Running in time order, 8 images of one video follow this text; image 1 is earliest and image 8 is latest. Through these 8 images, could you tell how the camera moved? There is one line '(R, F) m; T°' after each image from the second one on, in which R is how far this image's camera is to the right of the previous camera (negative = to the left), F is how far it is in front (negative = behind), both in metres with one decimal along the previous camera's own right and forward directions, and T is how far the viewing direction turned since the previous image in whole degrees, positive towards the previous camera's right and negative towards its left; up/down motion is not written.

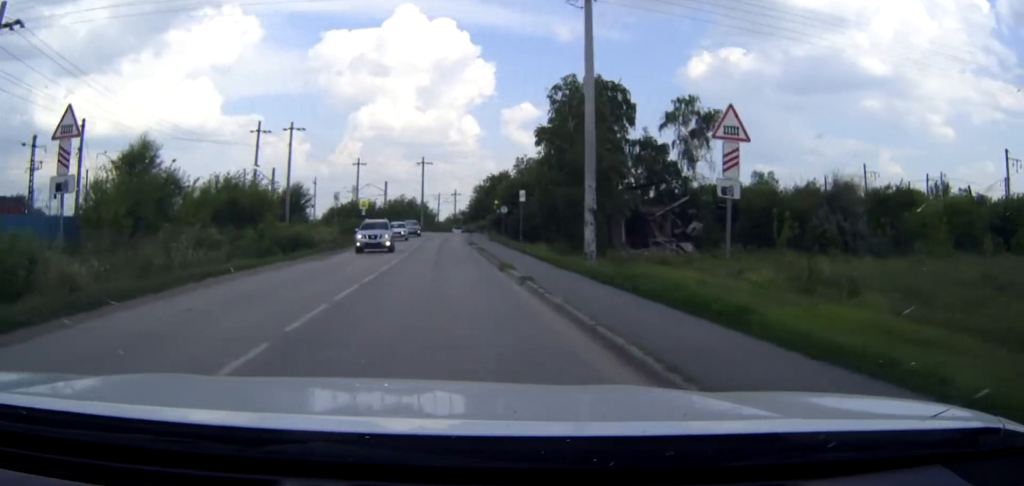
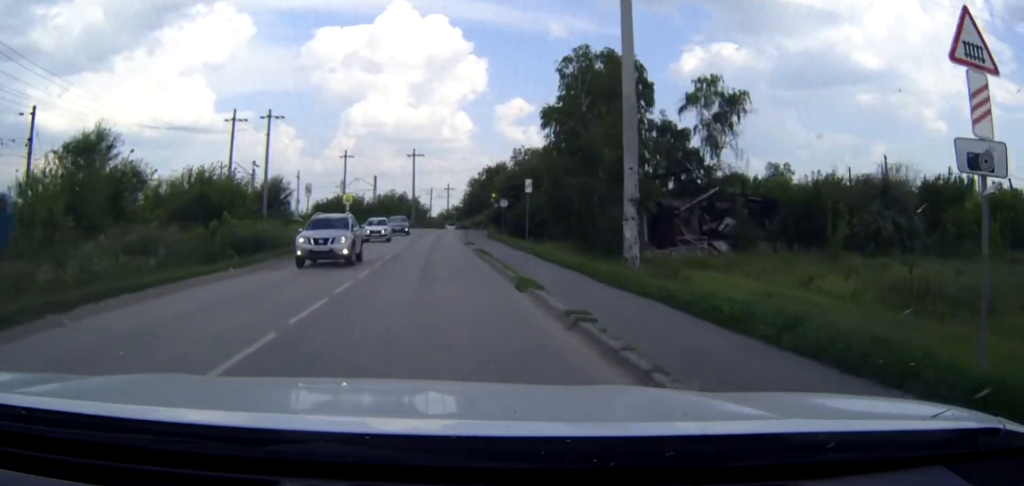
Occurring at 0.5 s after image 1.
(+0.1, +7.3) m; +2°
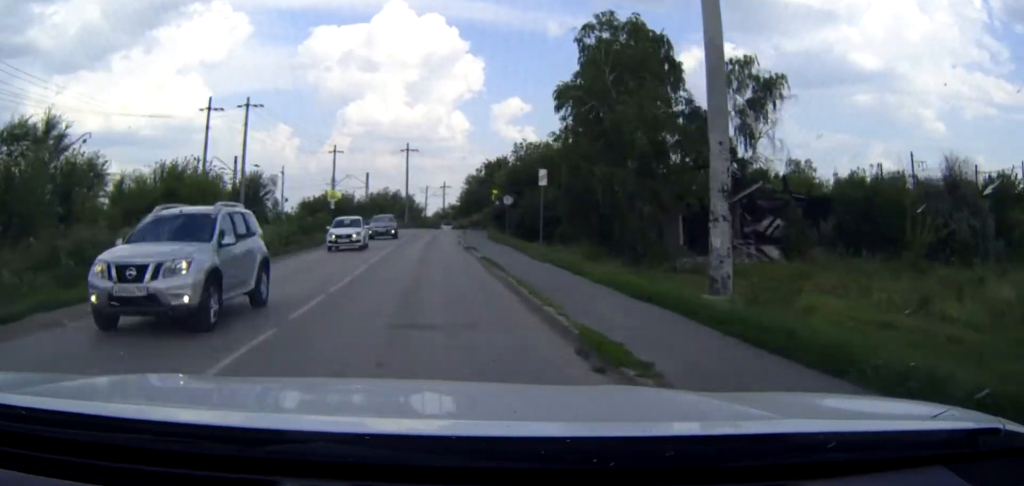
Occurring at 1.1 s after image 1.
(+0.1, +7.5) m; 0°
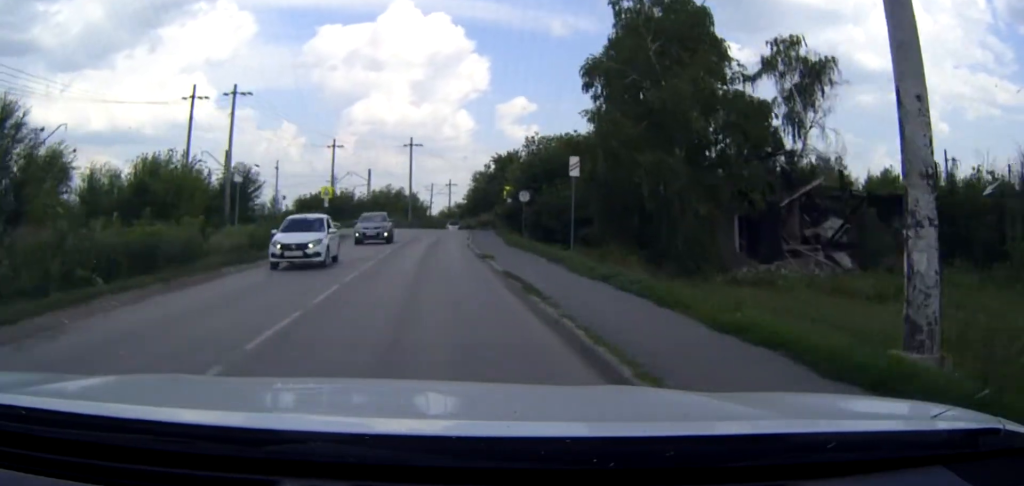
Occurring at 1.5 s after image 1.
(+0.1, +6.5) m; 0°
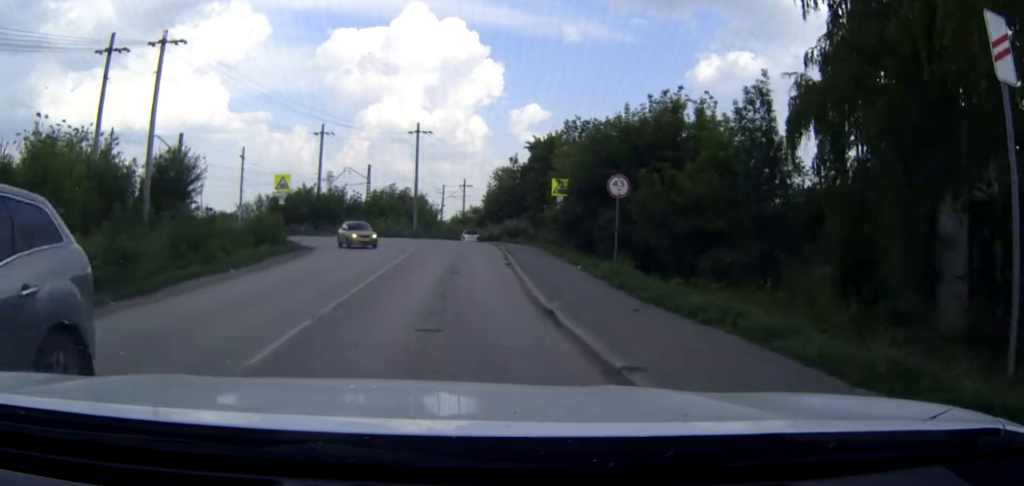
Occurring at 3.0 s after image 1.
(-0.2, +20.9) m; 0°
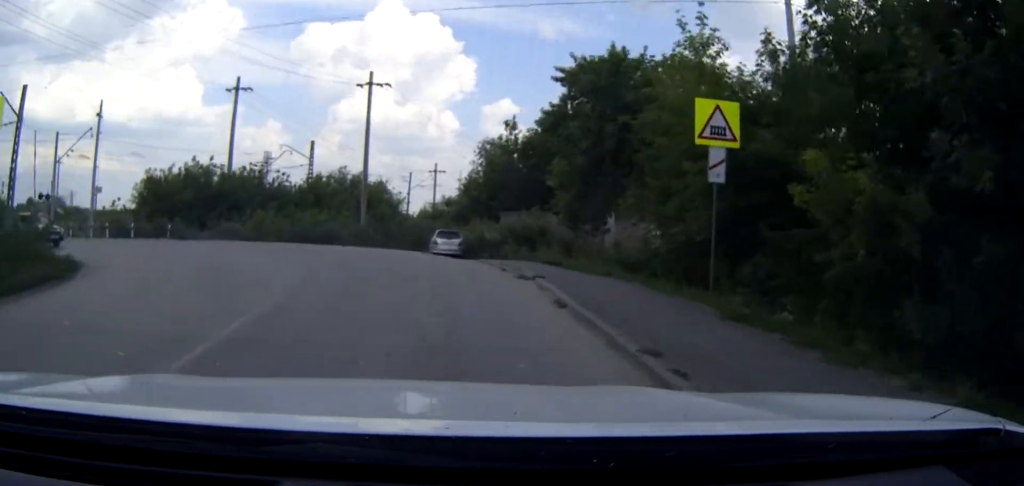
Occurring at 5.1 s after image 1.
(+0.2, +27.1) m; 0°
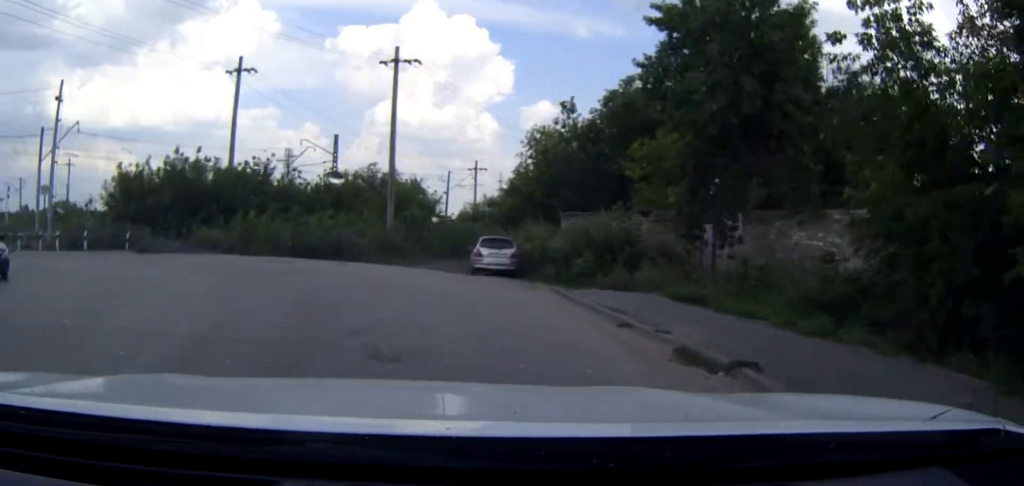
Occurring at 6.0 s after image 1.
(-0.1, +10.2) m; -4°
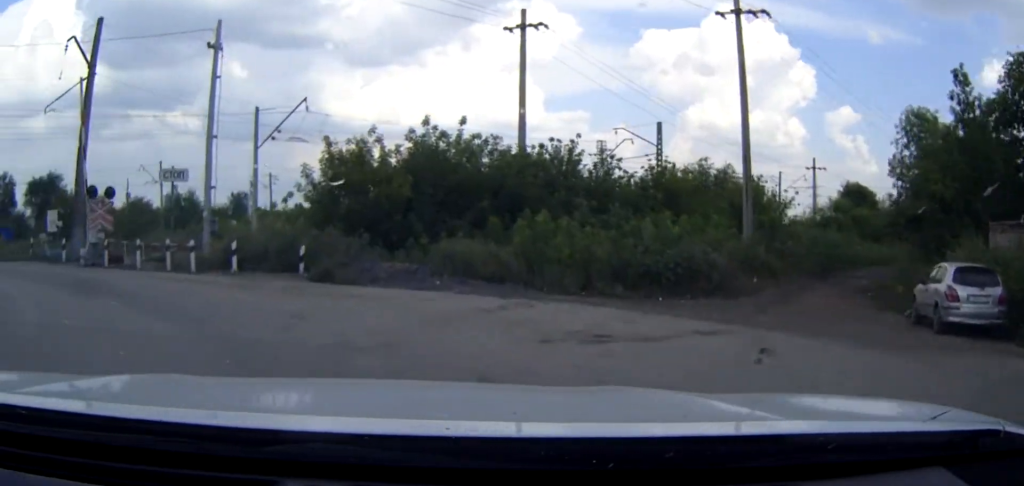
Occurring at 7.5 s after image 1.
(-1.4, +14.4) m; -20°
